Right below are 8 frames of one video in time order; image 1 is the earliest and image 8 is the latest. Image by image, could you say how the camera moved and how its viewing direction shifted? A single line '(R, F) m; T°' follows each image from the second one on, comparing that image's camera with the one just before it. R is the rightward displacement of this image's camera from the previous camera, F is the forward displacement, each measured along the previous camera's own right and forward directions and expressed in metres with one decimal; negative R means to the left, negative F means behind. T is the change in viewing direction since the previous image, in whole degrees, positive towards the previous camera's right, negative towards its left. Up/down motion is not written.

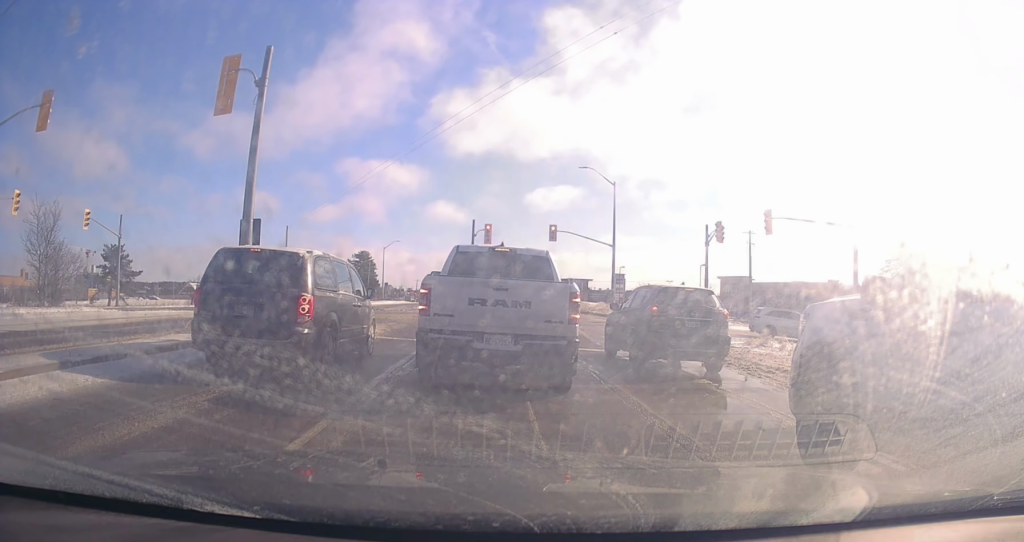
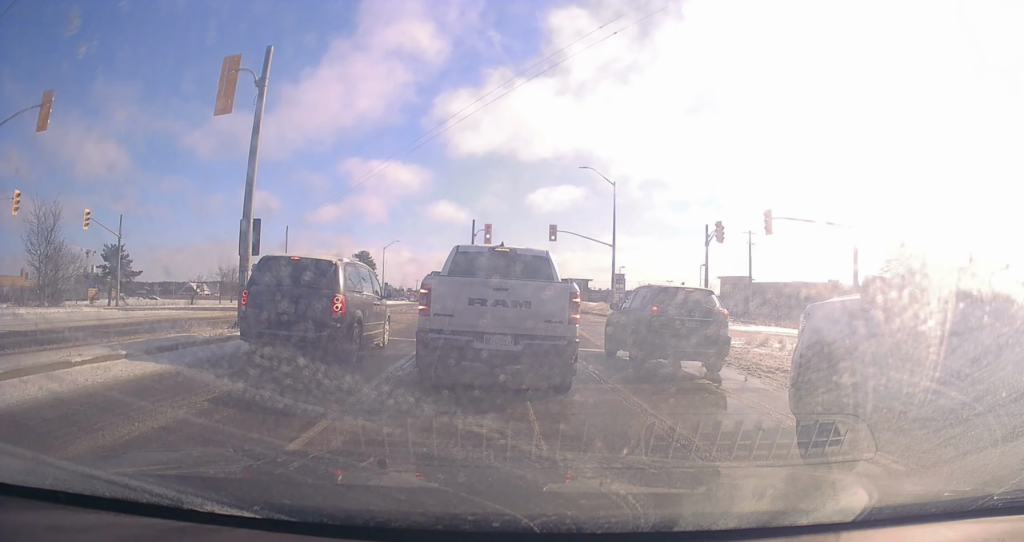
(0.0, 0.0) m; 0°
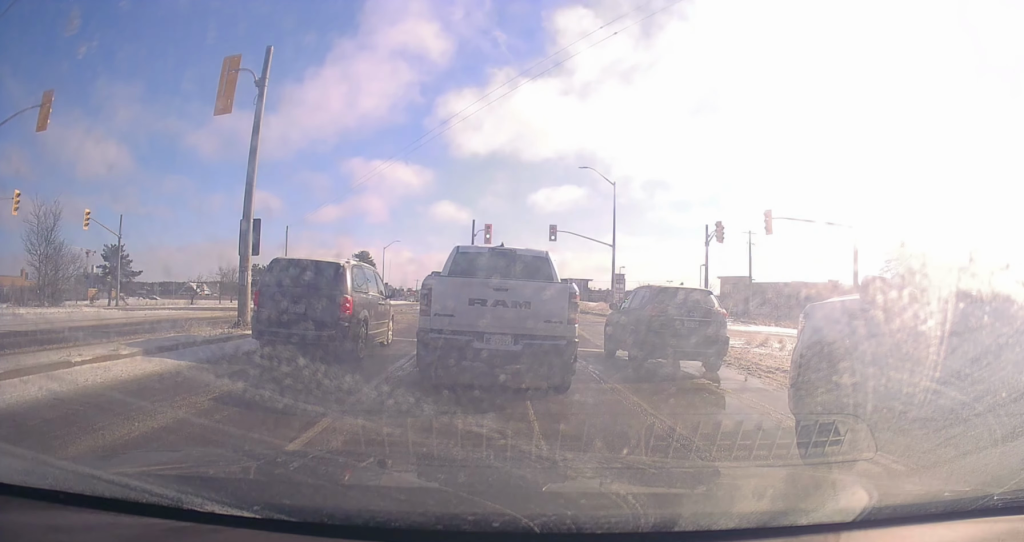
(0.0, 0.0) m; 0°
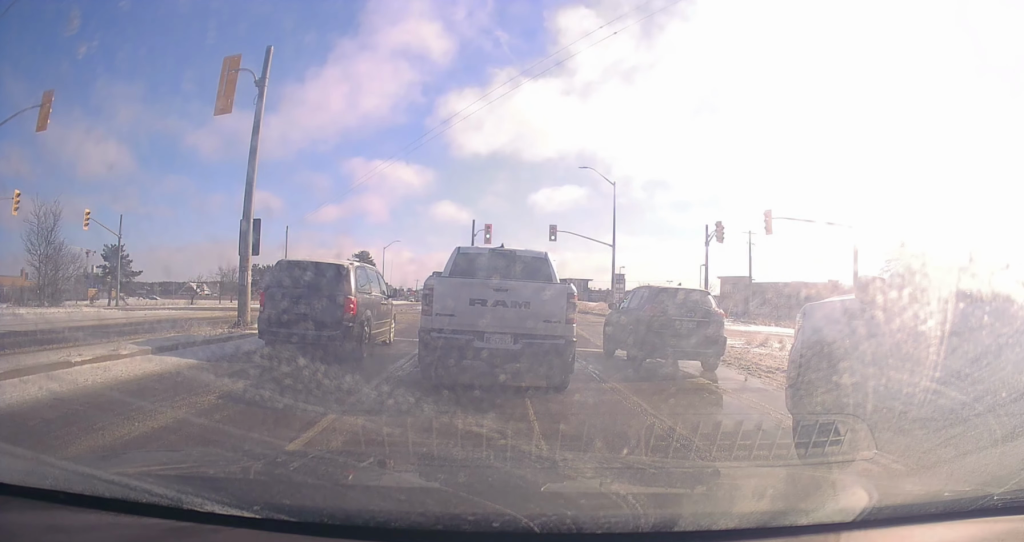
(0.0, 0.0) m; 0°
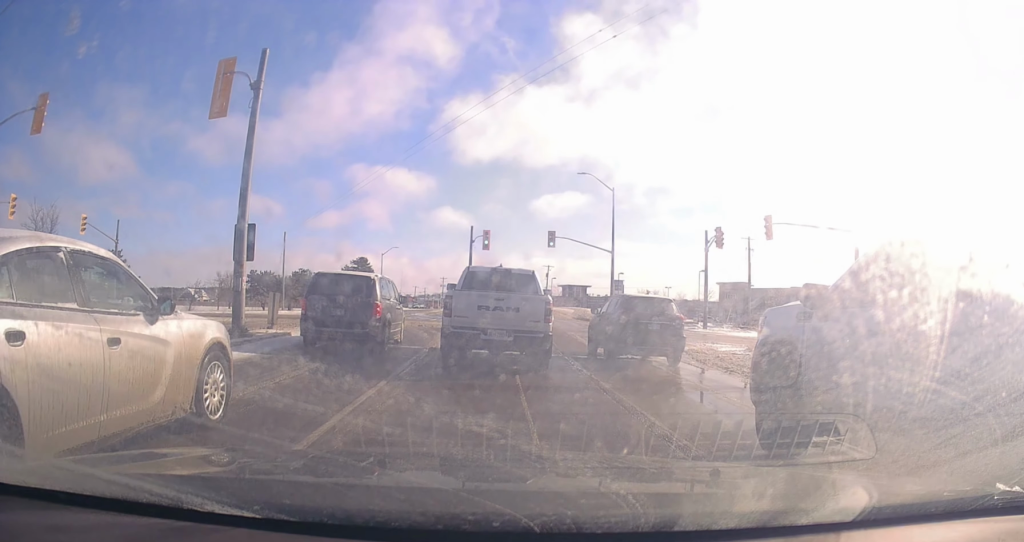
(0.0, +0.2) m; 0°
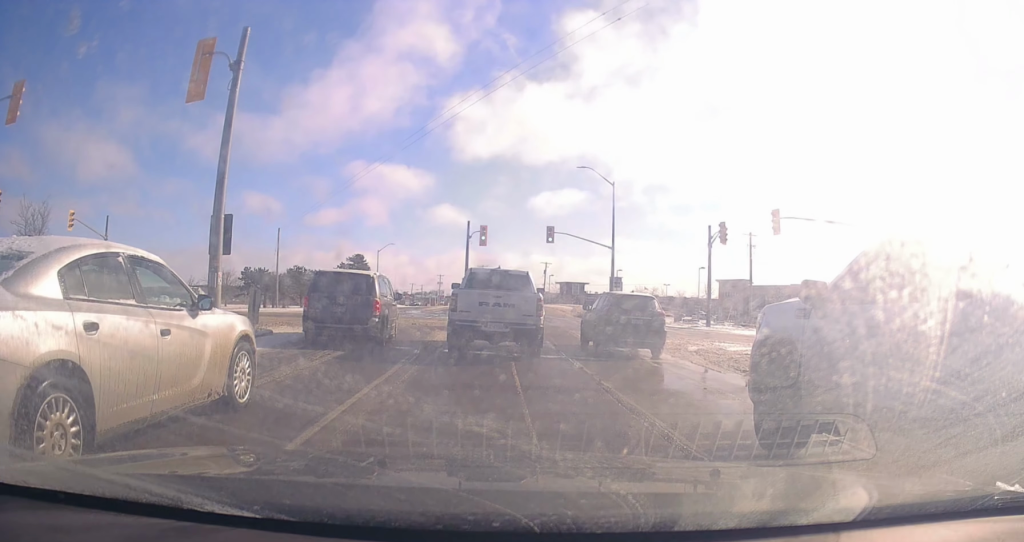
(0.0, 0.0) m; 0°
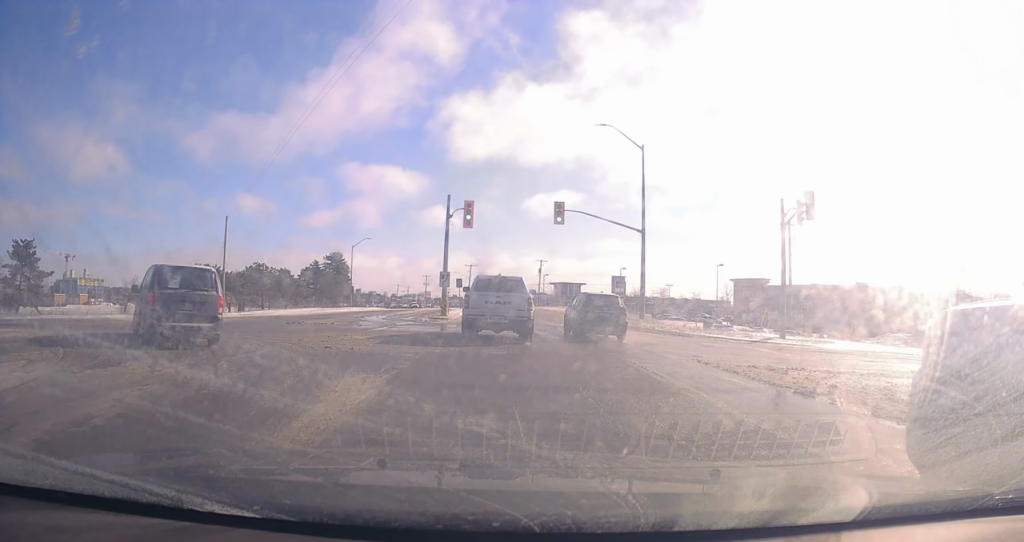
(-0.5, +8.9) m; -3°
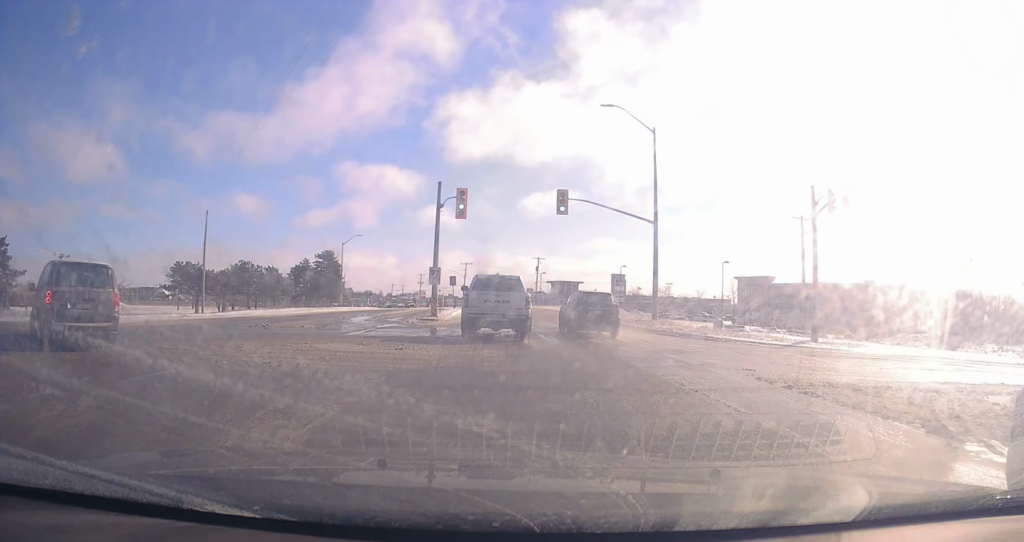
(0.0, +2.9) m; 0°
